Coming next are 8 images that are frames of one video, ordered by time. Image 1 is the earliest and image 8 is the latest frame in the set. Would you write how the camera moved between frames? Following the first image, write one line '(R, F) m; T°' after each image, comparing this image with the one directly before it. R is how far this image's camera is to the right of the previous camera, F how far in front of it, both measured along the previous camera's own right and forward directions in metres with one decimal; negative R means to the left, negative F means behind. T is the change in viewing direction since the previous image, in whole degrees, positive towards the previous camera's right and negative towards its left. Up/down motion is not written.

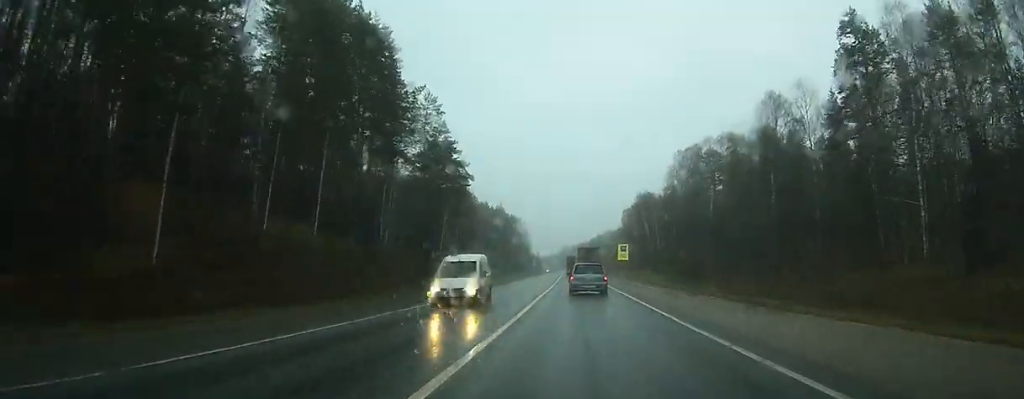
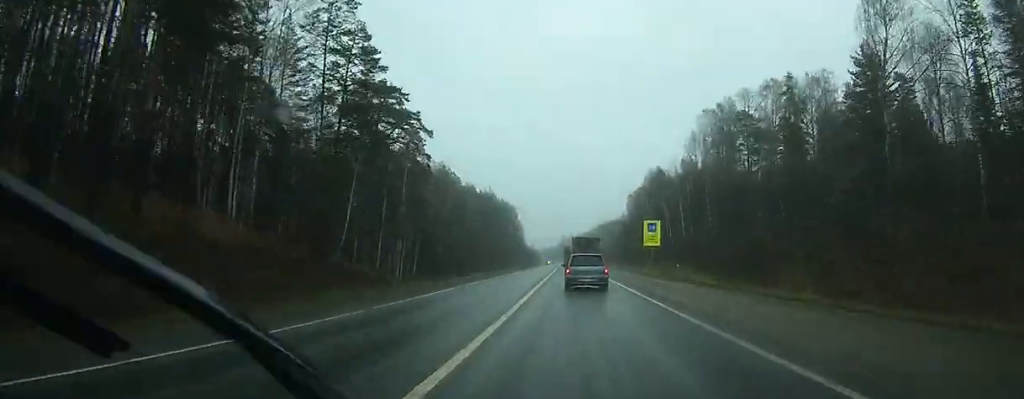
(+0.1, +33.4) m; 0°
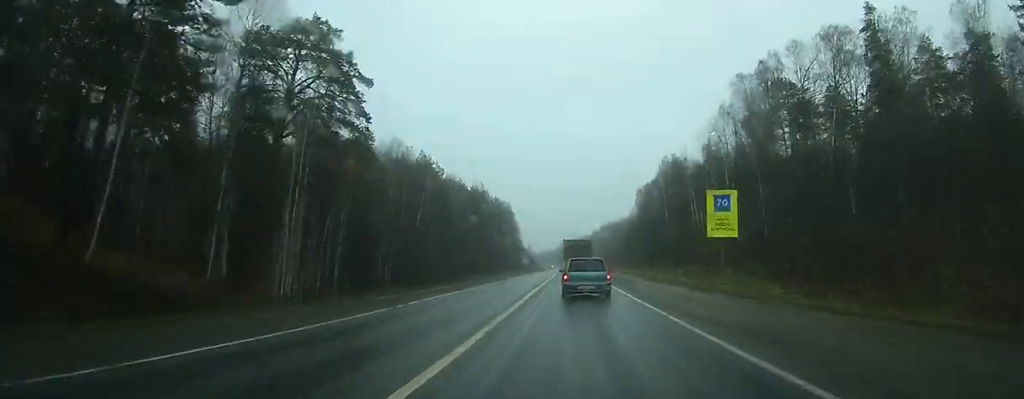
(+0.1, +26.1) m; 0°
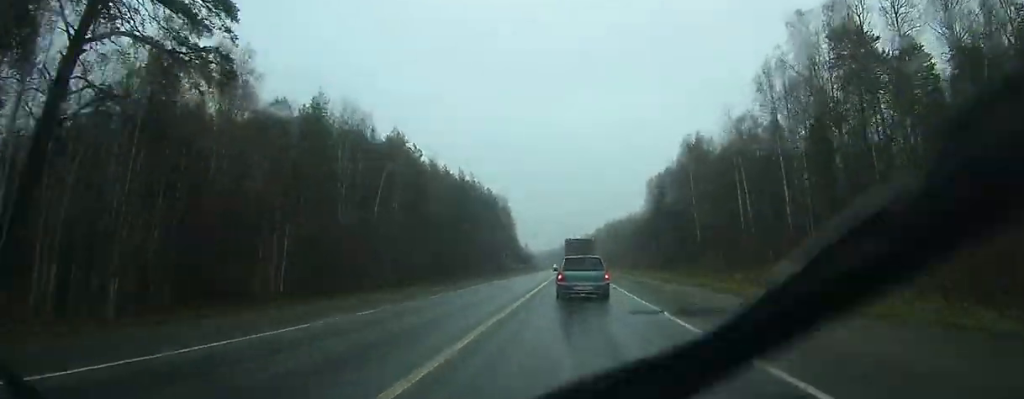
(0.0, +26.9) m; 0°
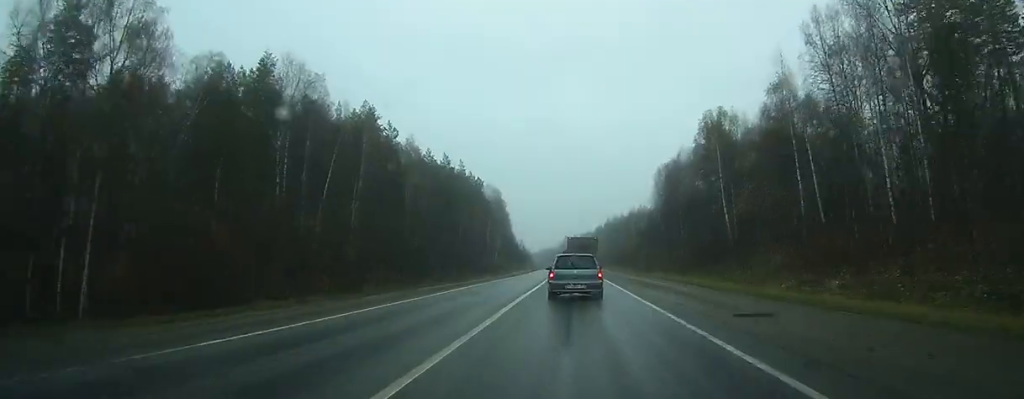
(+0.1, +19.7) m; 0°
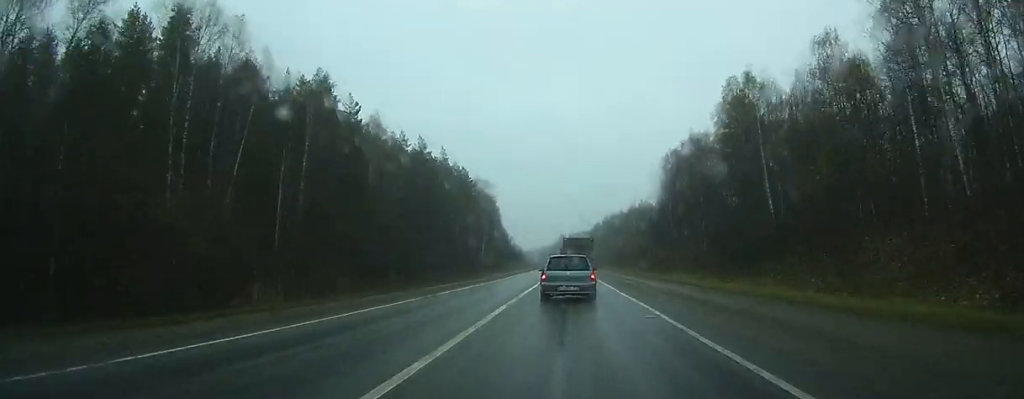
(+0.1, +20.7) m; 0°
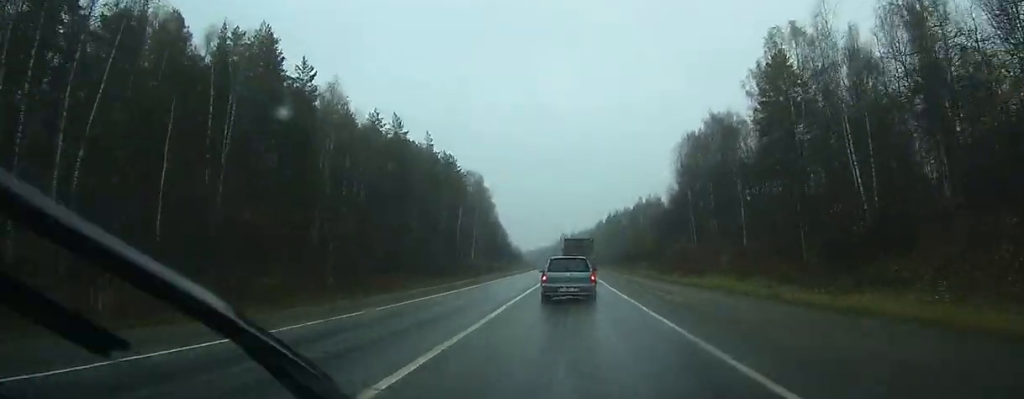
(0.0, +20.1) m; 0°
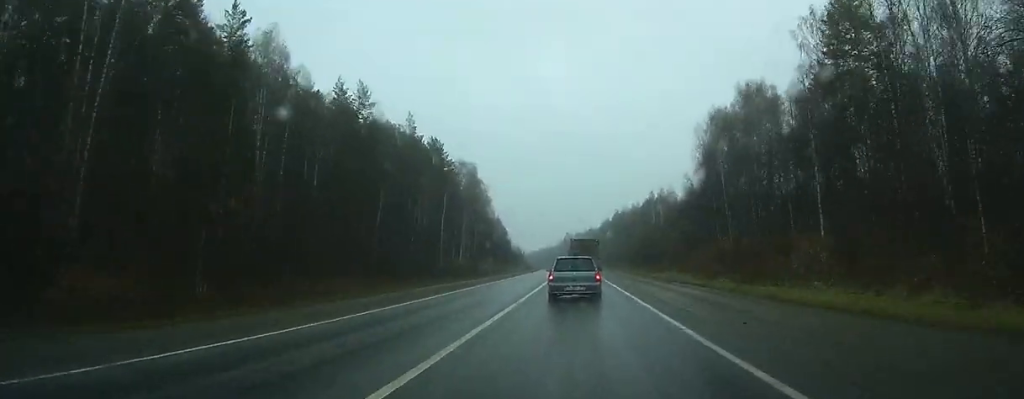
(-0.1, +21.0) m; 0°
